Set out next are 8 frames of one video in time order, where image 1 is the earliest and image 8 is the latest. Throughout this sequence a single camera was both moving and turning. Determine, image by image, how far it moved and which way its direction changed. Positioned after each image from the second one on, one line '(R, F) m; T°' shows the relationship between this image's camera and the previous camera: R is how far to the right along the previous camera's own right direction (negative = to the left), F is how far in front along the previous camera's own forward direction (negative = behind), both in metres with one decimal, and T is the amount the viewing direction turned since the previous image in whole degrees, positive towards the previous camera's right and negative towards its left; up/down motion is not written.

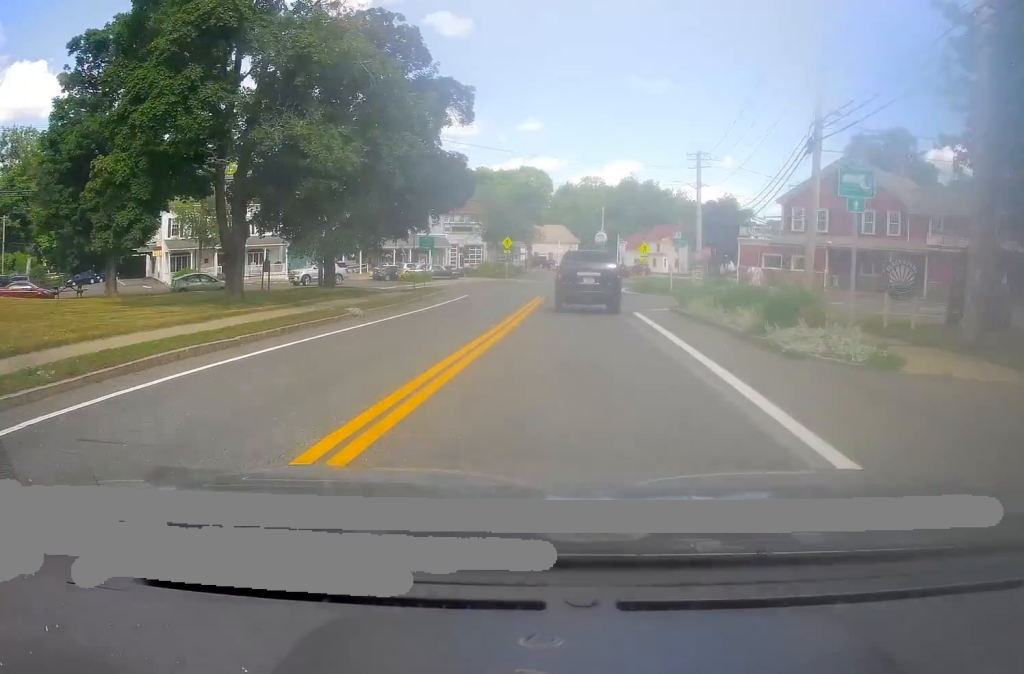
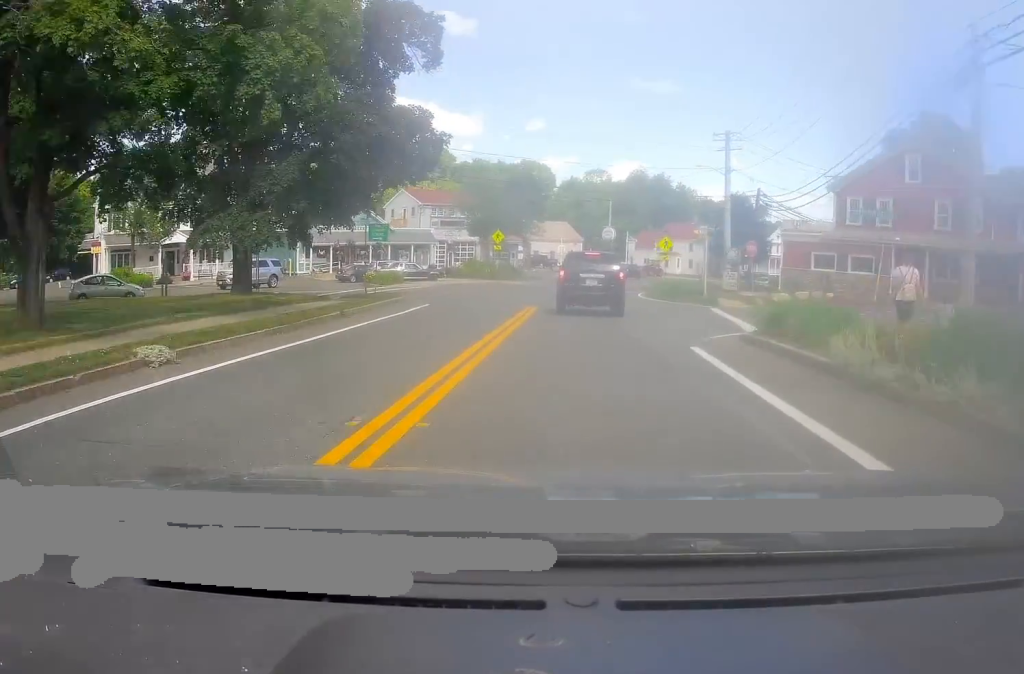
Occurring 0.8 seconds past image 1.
(0.0, +10.8) m; +2°
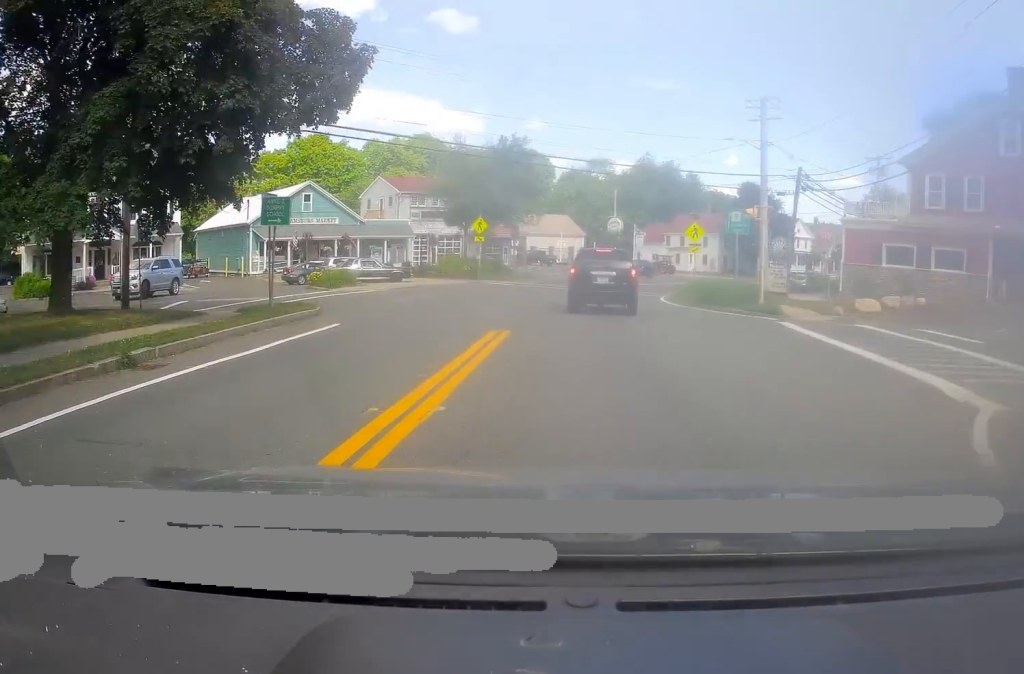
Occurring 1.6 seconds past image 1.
(+0.3, +11.2) m; +1°
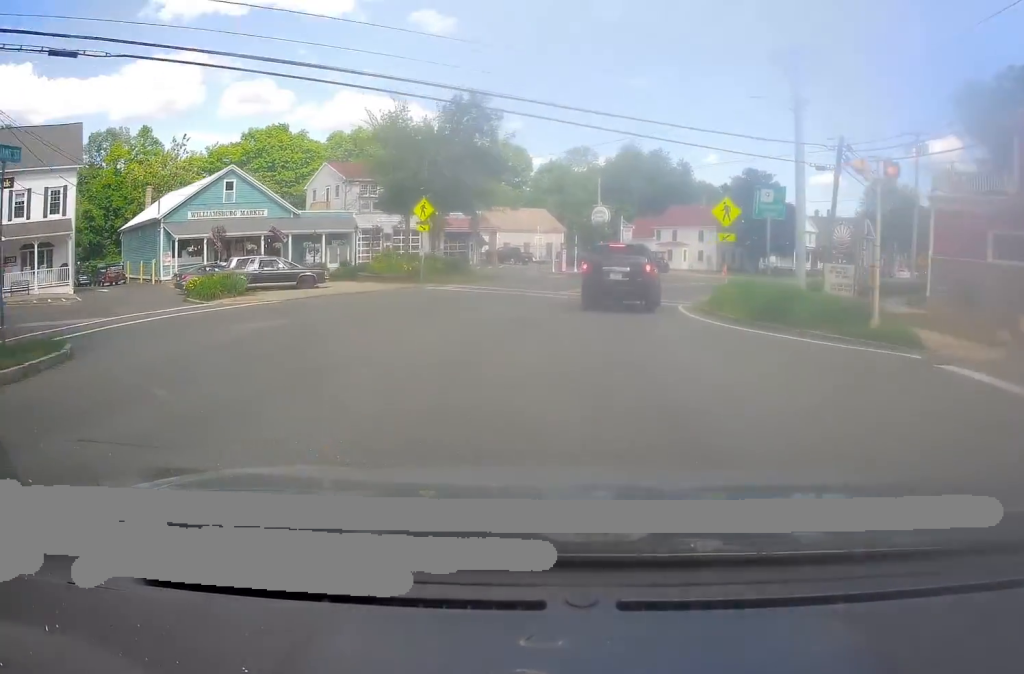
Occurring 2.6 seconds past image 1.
(0.0, +12.3) m; +1°
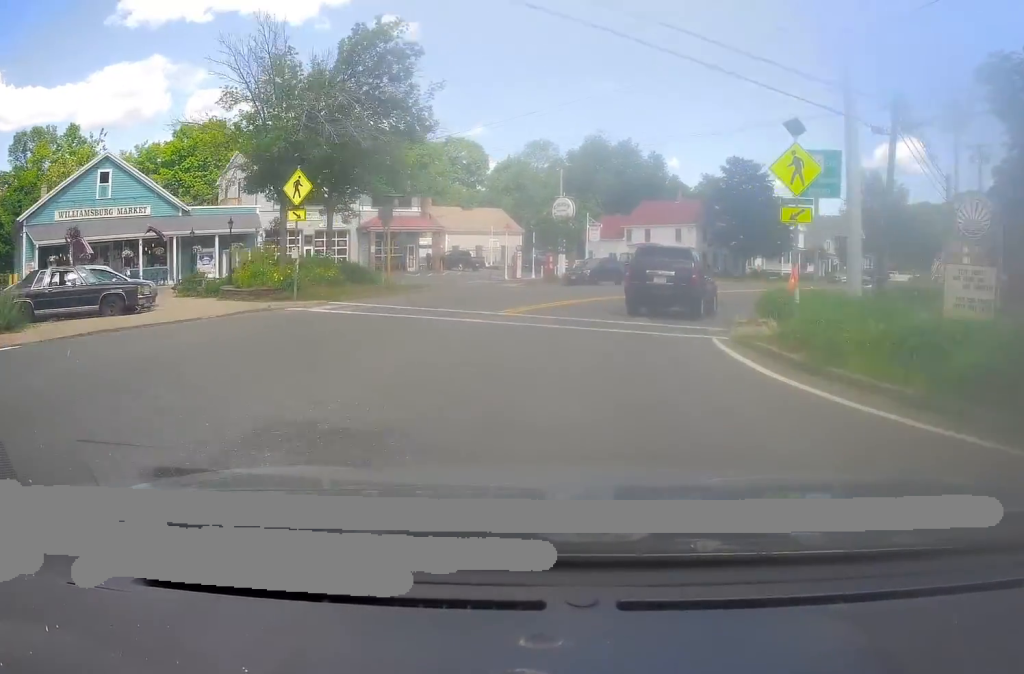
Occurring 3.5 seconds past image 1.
(0.0, +11.4) m; +3°
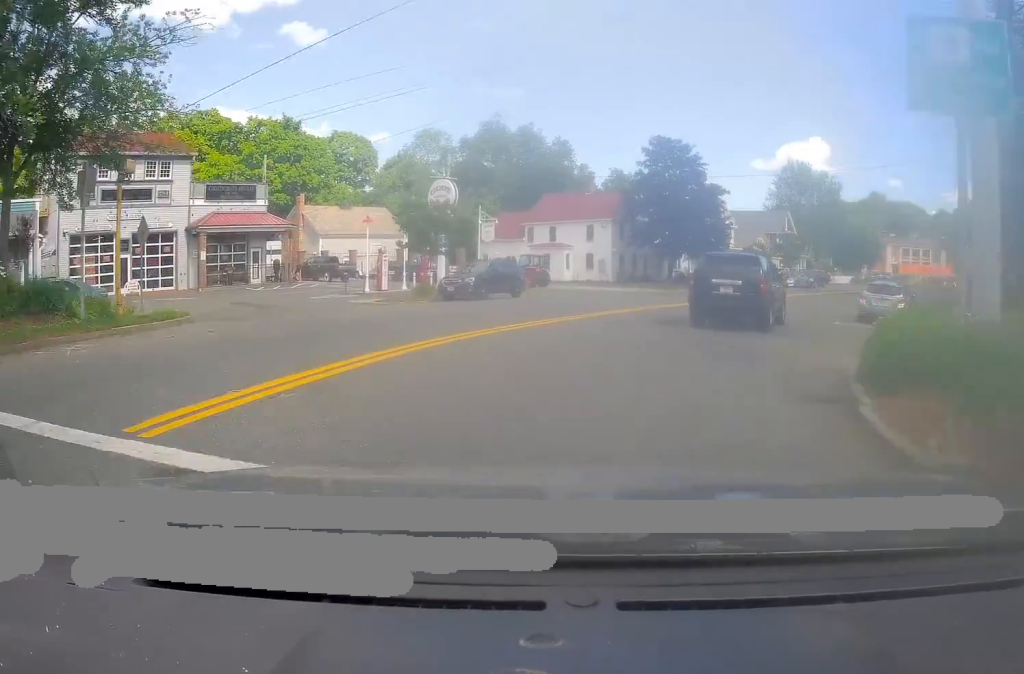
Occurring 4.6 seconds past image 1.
(+0.9, +13.9) m; +7°
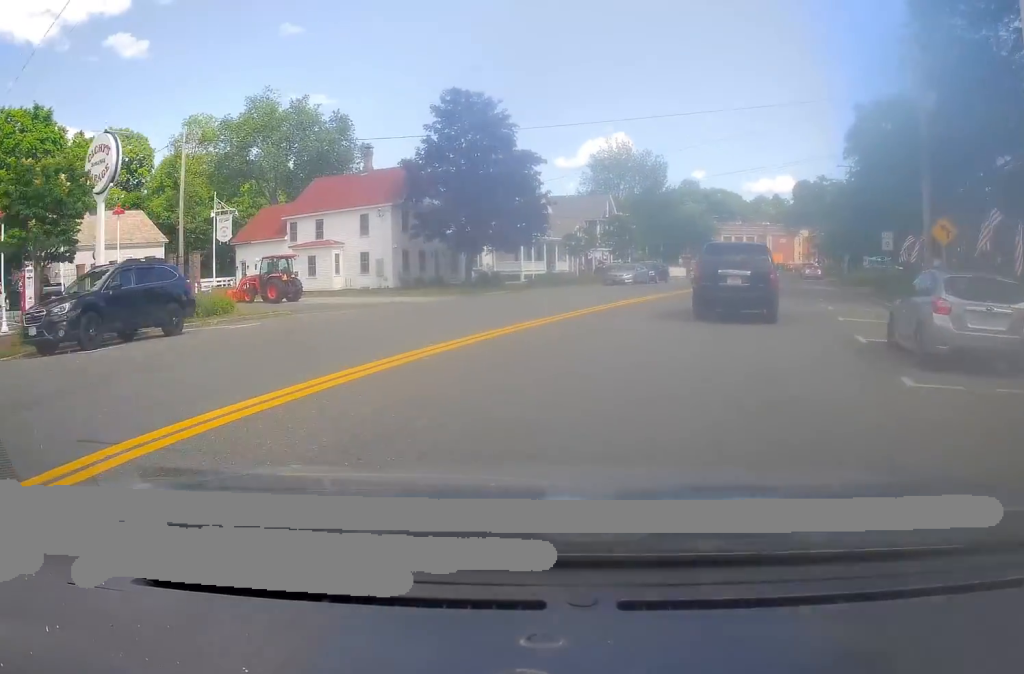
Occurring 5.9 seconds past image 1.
(+0.9, +15.9) m; +11°
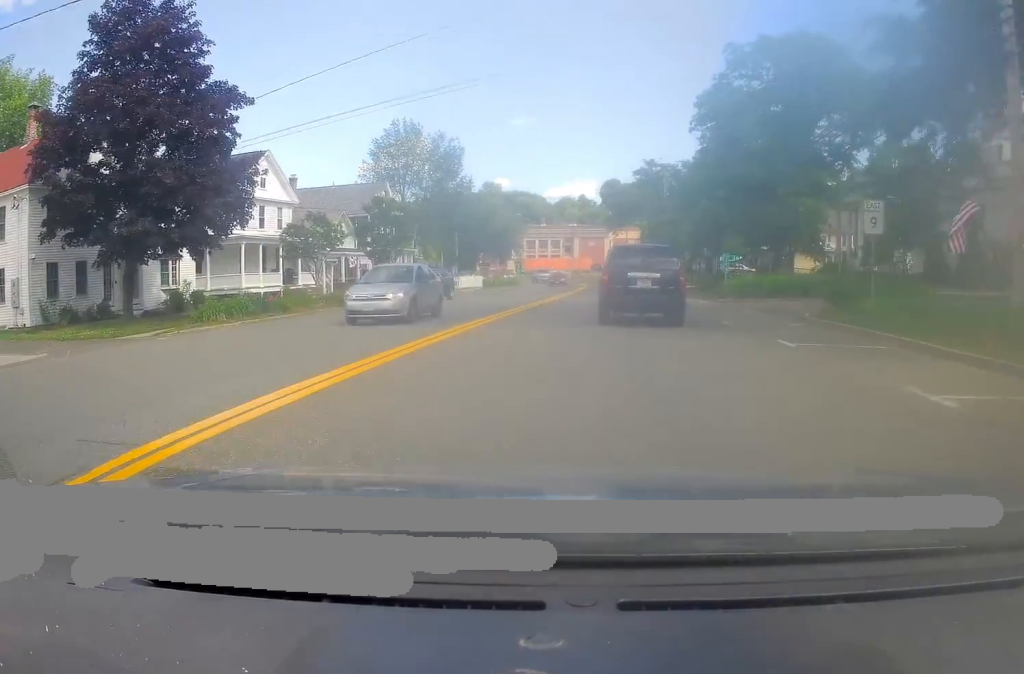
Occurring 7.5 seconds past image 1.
(+3.5, +19.4) m; +16°
